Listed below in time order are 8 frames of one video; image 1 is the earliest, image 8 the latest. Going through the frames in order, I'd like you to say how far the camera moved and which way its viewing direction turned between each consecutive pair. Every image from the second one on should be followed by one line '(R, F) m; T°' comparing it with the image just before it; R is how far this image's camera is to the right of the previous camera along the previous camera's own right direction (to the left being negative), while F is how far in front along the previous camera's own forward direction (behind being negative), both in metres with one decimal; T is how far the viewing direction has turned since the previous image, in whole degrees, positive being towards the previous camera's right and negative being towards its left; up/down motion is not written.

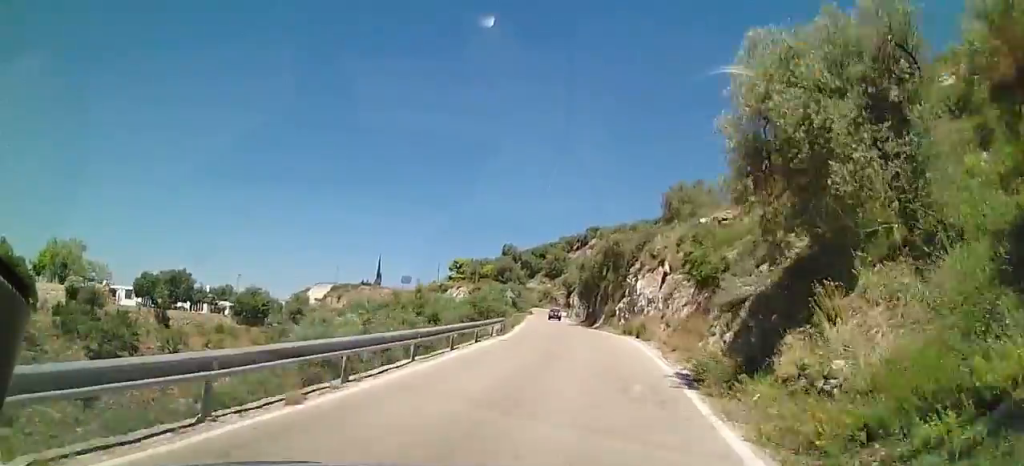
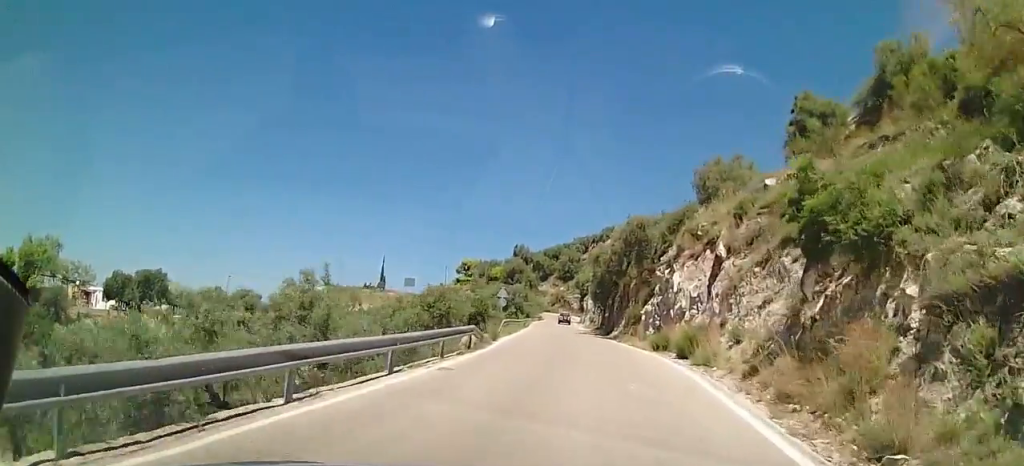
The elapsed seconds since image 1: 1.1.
(0.0, +10.7) m; -2°
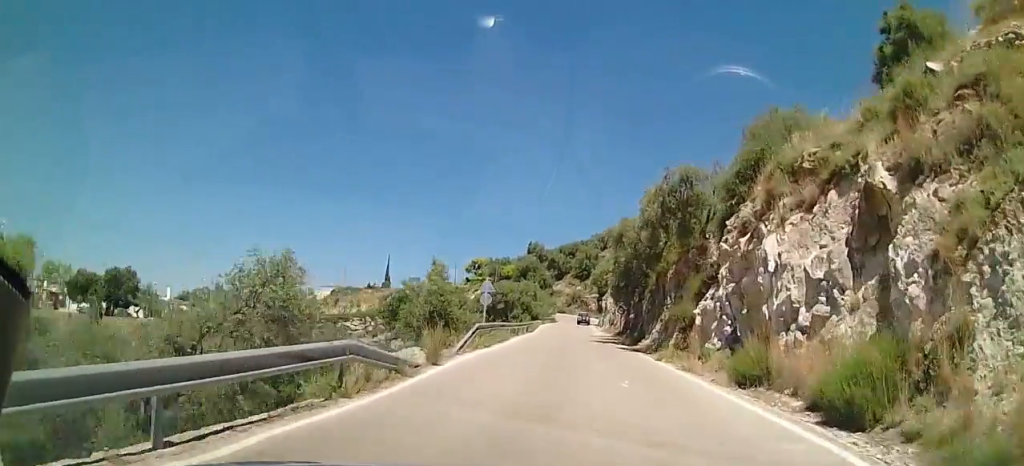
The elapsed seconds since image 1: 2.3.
(-0.4, +11.6) m; -1°
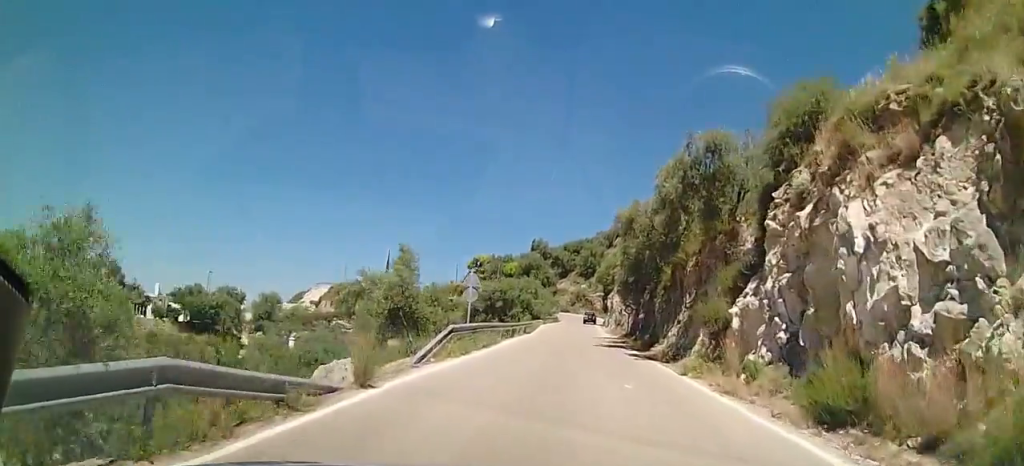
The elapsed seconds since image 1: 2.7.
(-0.1, +4.4) m; +1°
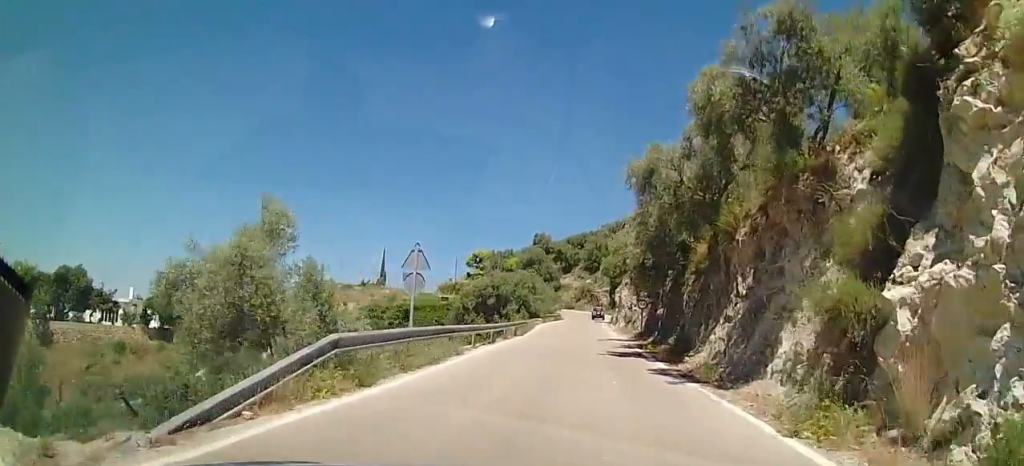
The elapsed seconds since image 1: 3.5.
(+0.2, +7.8) m; 0°
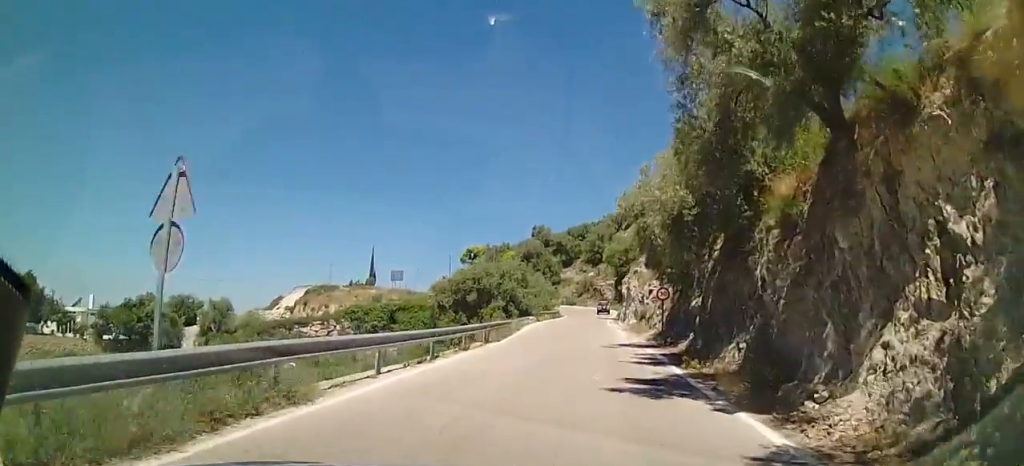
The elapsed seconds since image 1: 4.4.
(-0.1, +9.6) m; -2°
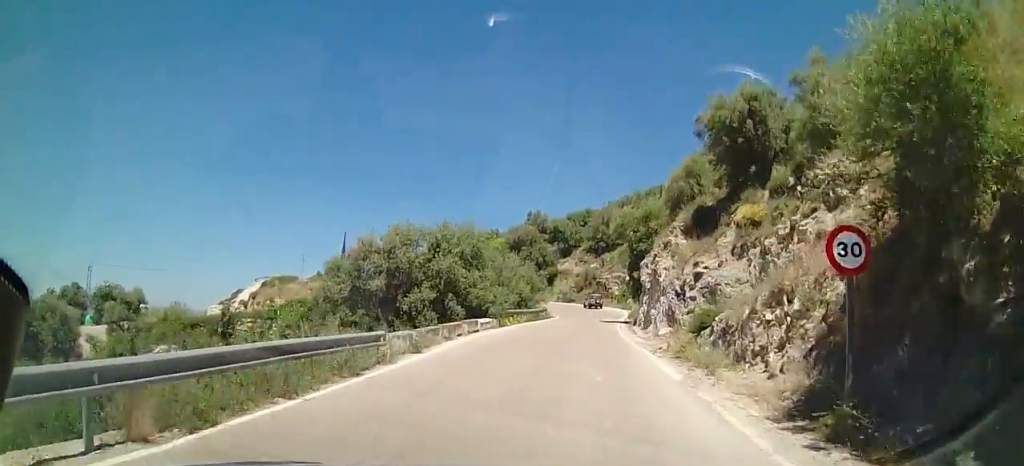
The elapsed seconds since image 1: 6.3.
(-0.4, +19.0) m; -1°
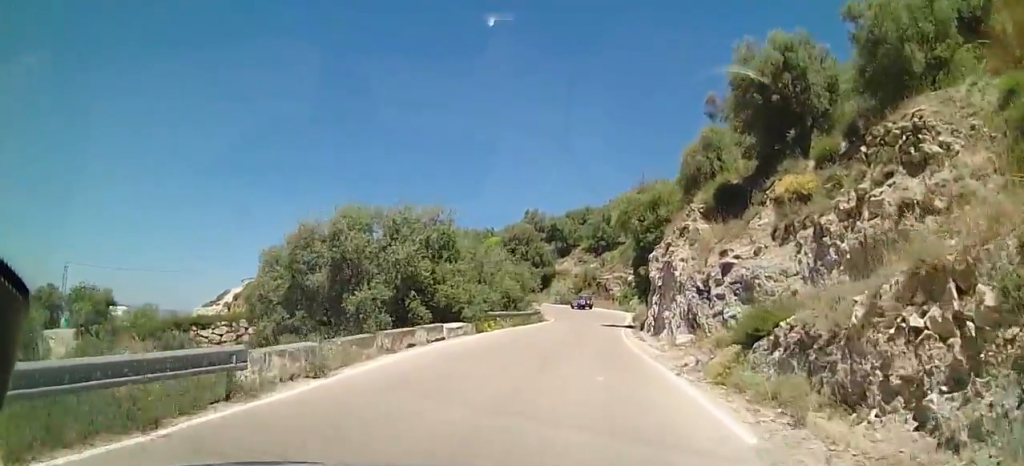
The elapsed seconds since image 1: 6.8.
(-0.1, +5.3) m; -1°
